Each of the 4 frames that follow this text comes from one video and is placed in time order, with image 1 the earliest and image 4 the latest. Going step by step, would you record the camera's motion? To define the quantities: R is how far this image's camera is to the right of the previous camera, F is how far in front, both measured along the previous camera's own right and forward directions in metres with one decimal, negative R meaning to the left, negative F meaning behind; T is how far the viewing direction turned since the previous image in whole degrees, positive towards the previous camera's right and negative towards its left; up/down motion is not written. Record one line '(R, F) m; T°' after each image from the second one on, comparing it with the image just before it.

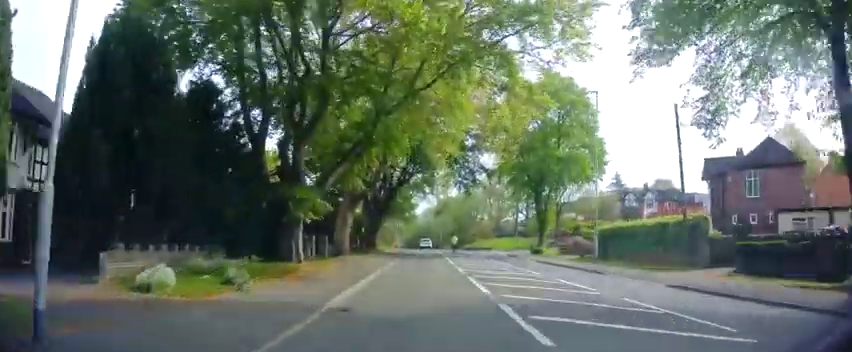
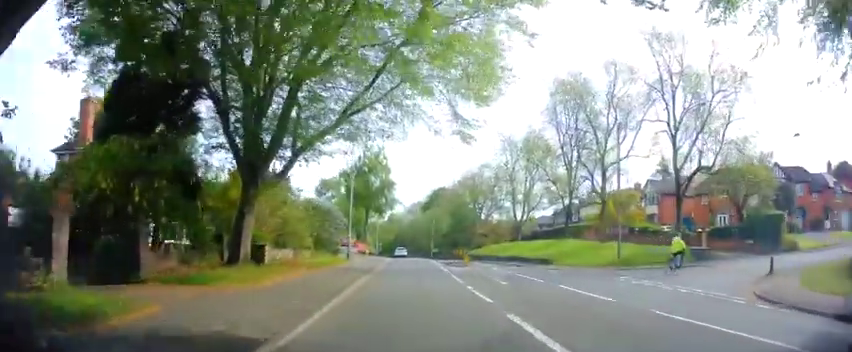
(+1.5, +38.7) m; +4°
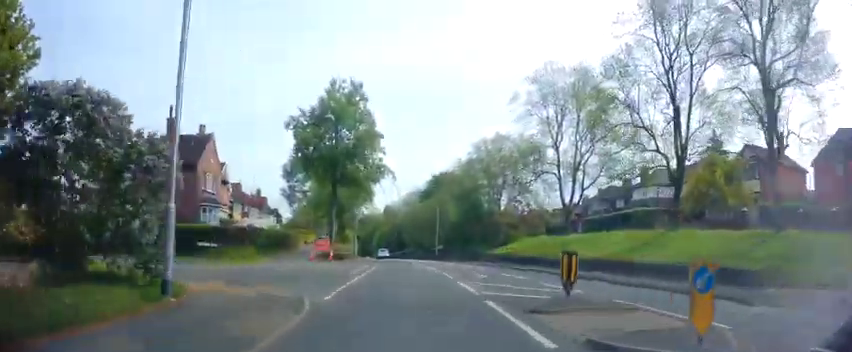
(-0.1, +22.5) m; +1°
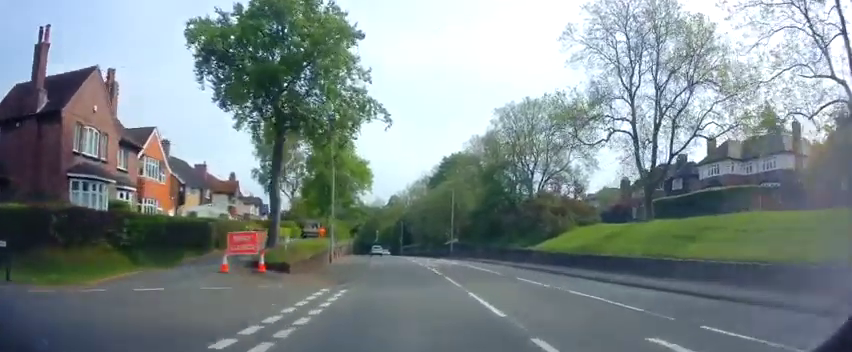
(0.0, +15.6) m; -2°
